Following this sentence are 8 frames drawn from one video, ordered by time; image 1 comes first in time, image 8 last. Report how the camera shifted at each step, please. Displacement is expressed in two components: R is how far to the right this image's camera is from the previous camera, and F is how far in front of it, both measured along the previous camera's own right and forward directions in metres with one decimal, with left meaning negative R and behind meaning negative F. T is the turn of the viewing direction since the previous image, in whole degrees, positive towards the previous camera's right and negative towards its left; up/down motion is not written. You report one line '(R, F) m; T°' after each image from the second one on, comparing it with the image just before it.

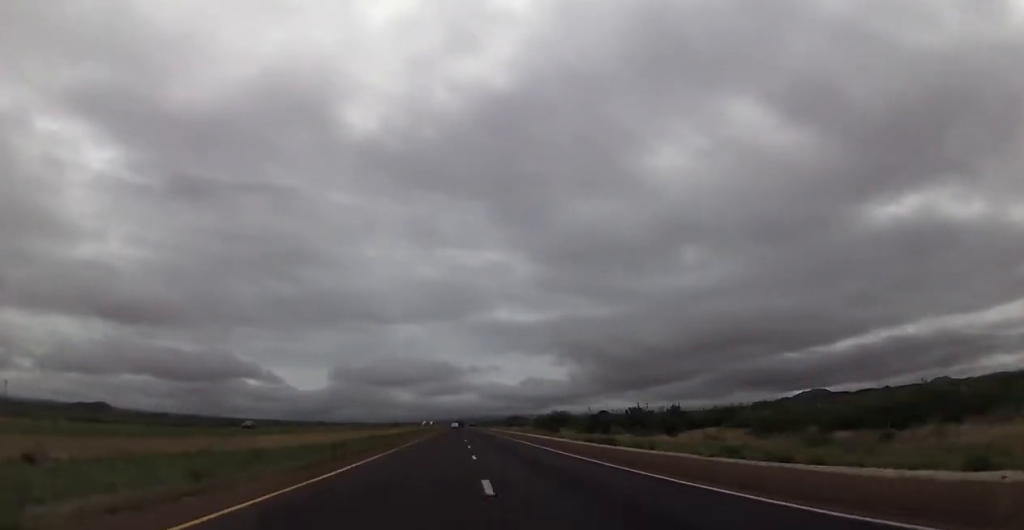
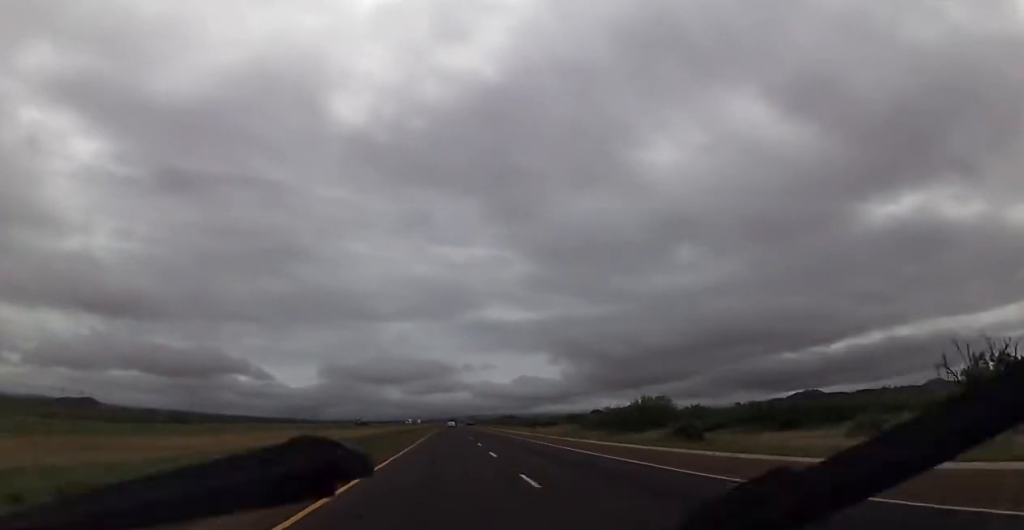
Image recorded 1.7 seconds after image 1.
(-0.1, +59.8) m; 0°
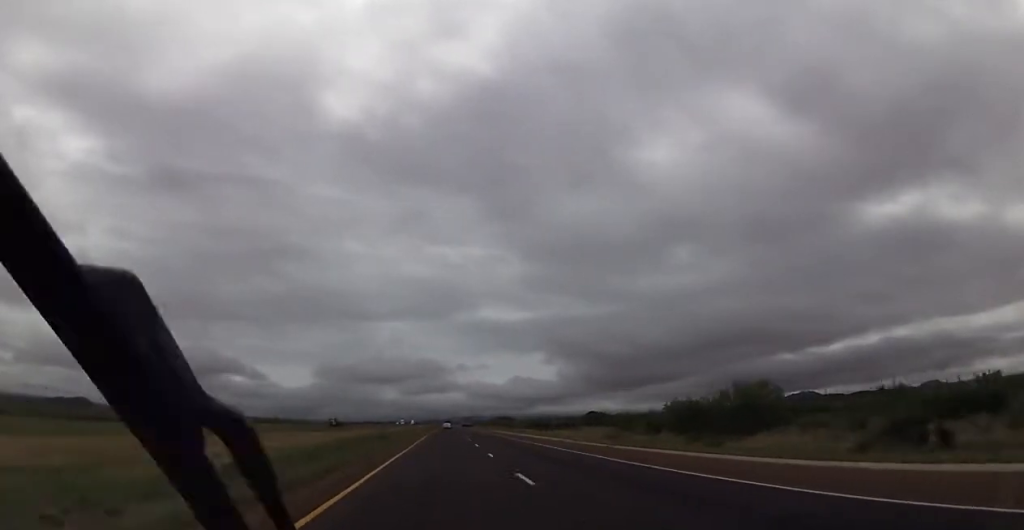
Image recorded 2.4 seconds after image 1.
(+0.2, +23.5) m; 0°
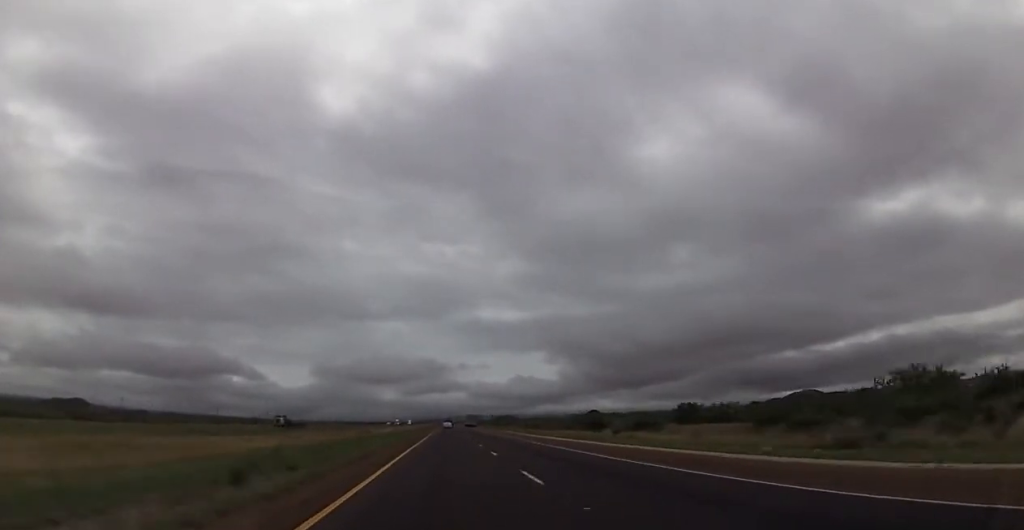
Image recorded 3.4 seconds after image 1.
(-0.4, +36.3) m; 0°
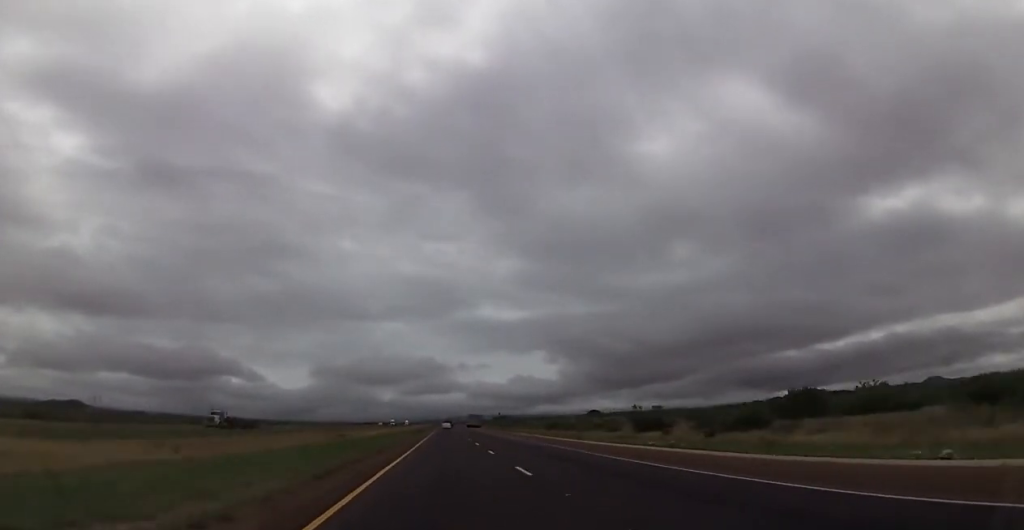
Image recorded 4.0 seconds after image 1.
(+0.3, +22.3) m; +1°
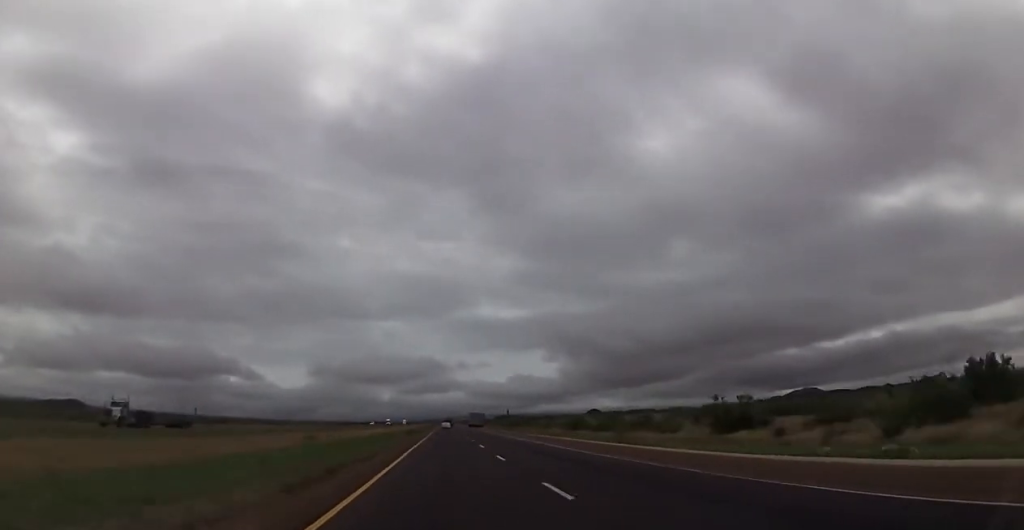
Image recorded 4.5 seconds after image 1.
(+0.1, +17.6) m; 0°
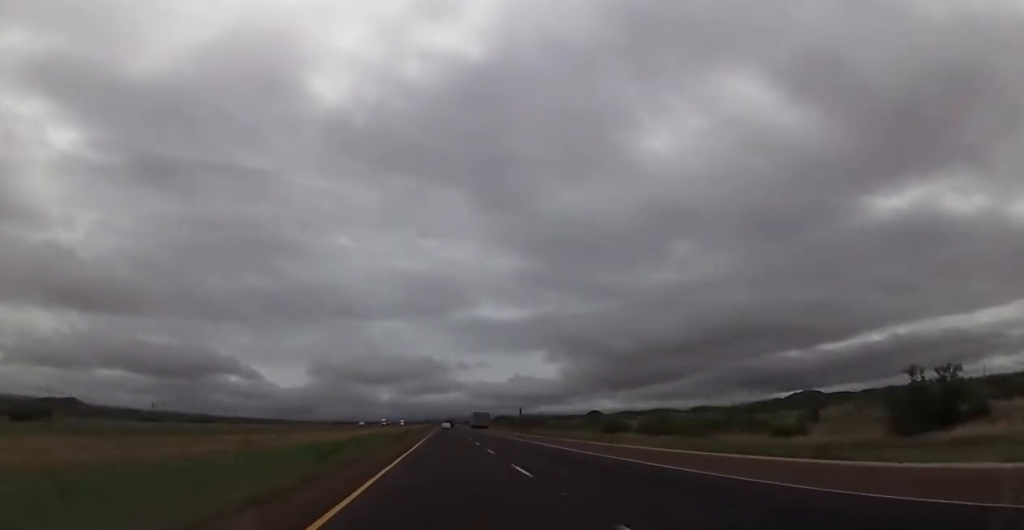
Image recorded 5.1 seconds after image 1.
(0.0, +18.8) m; 0°
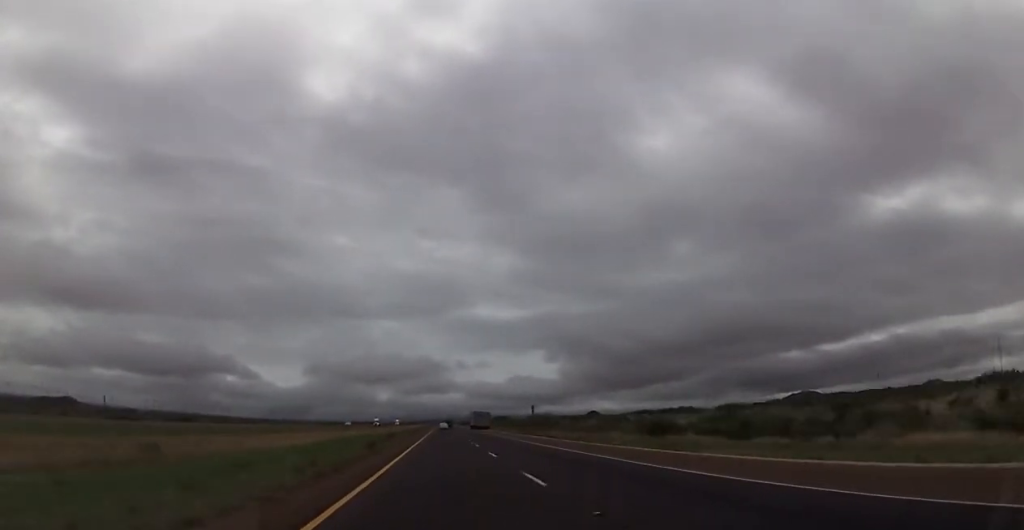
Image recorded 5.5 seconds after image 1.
(0.0, +15.3) m; 0°
